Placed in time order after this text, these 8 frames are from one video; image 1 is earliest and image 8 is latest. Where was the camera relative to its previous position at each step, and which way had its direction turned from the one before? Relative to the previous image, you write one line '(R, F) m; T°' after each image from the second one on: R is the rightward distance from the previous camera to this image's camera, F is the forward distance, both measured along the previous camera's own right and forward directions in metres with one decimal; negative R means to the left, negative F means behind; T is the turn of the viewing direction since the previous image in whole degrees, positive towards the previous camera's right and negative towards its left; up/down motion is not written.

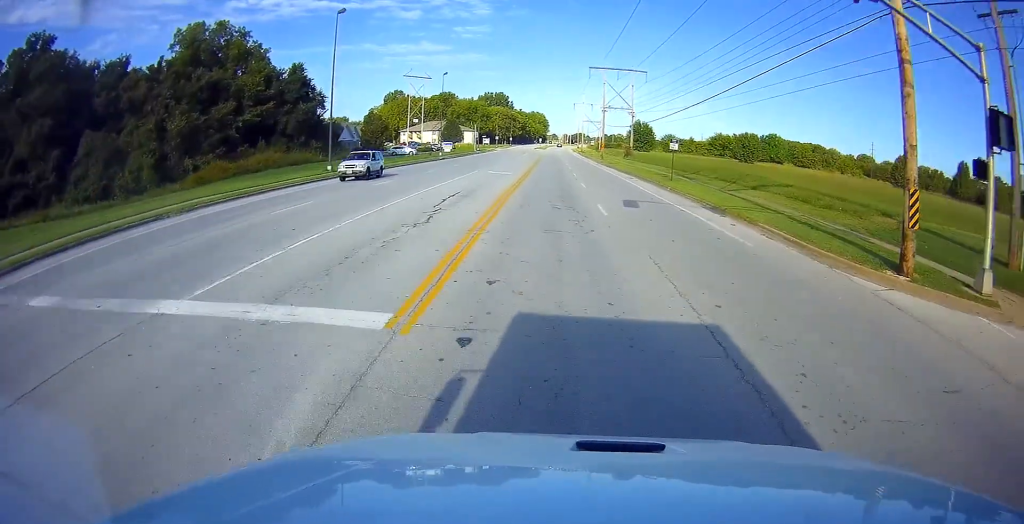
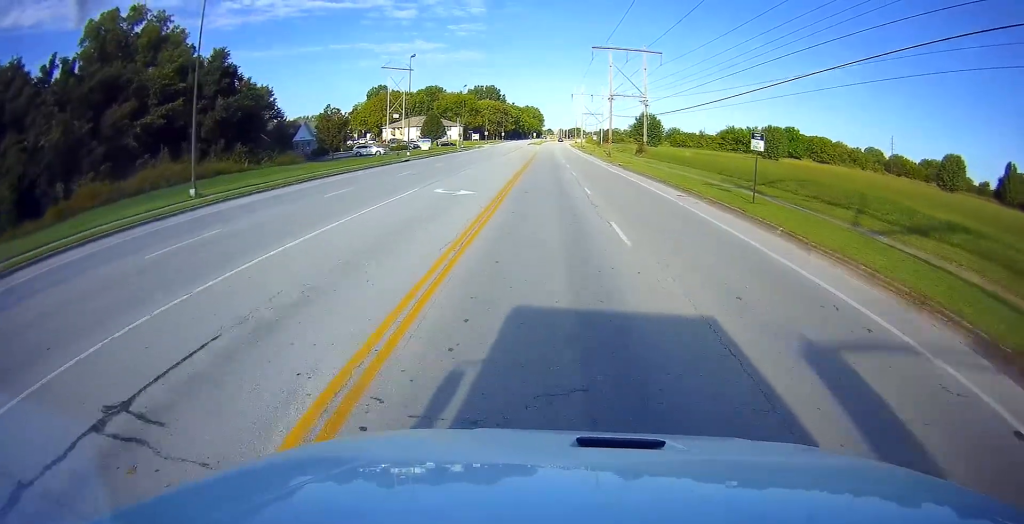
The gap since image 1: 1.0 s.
(+0.1, +18.1) m; 0°
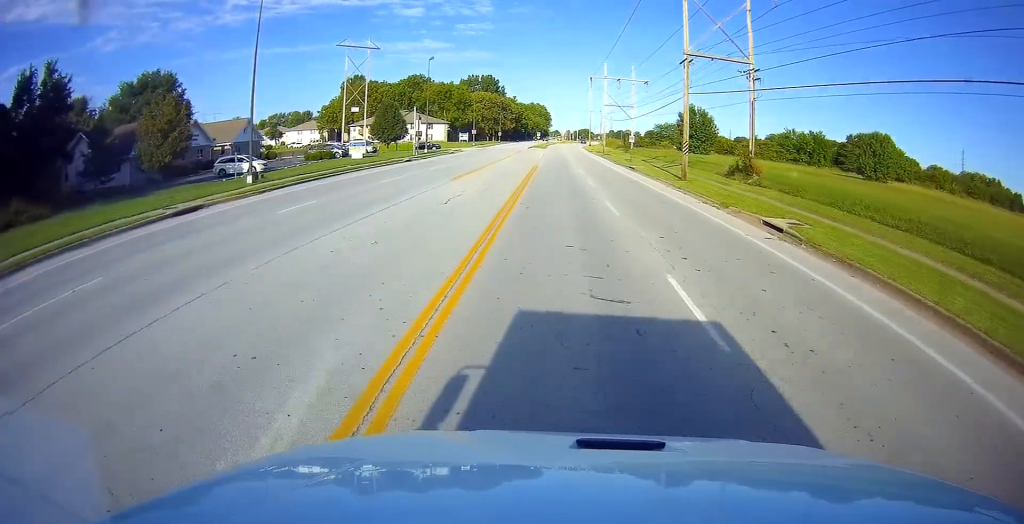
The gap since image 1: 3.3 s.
(-0.2, +40.6) m; 0°
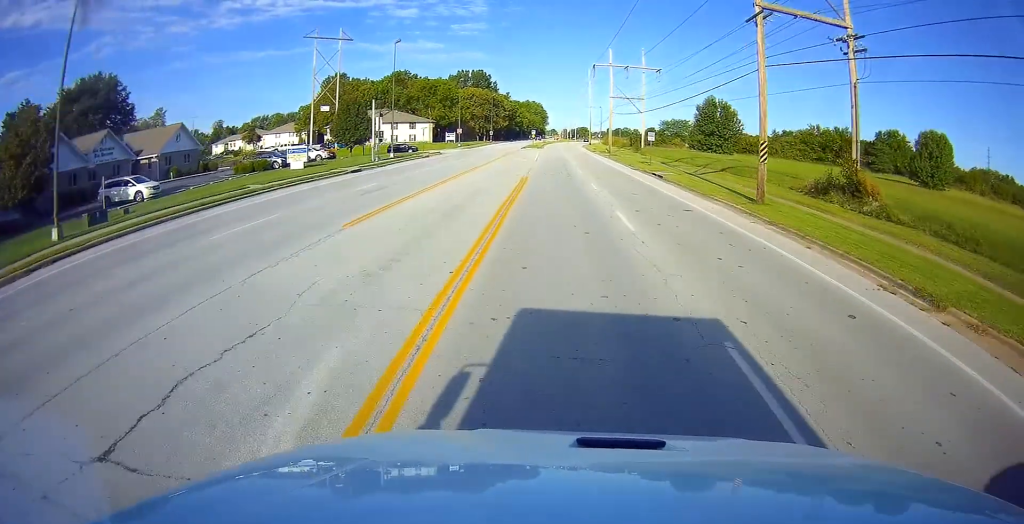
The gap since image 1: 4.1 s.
(+0.1, +15.3) m; 0°
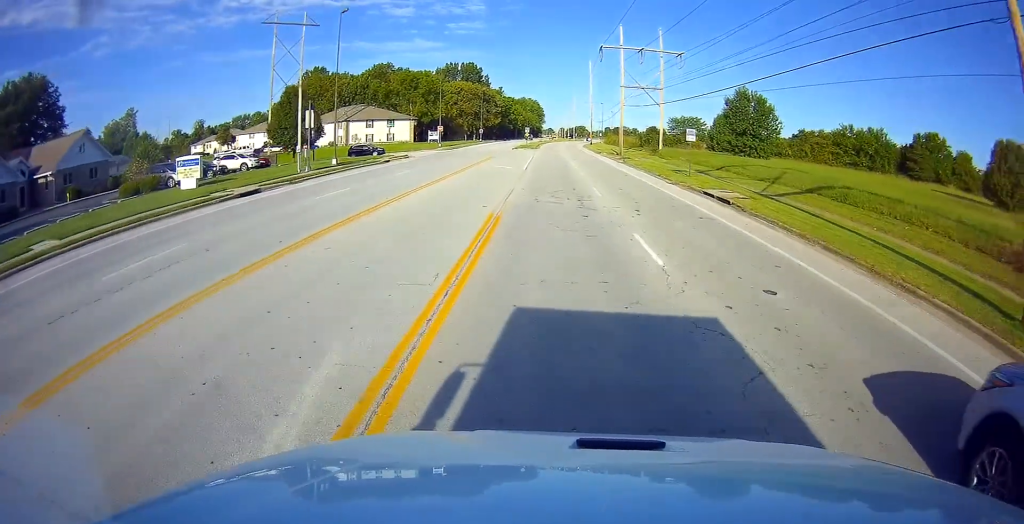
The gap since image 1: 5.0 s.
(-0.1, +16.2) m; 0°
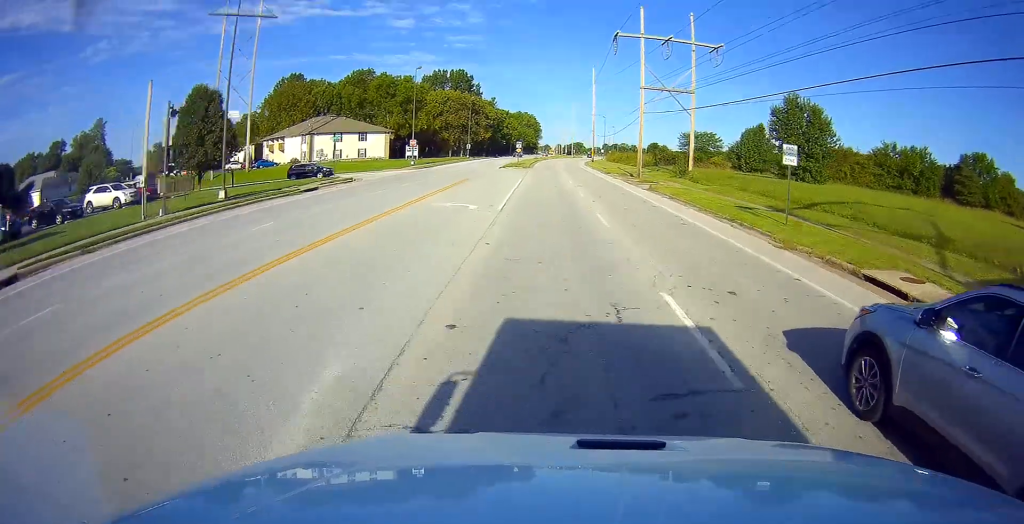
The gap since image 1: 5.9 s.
(0.0, +16.4) m; 0°
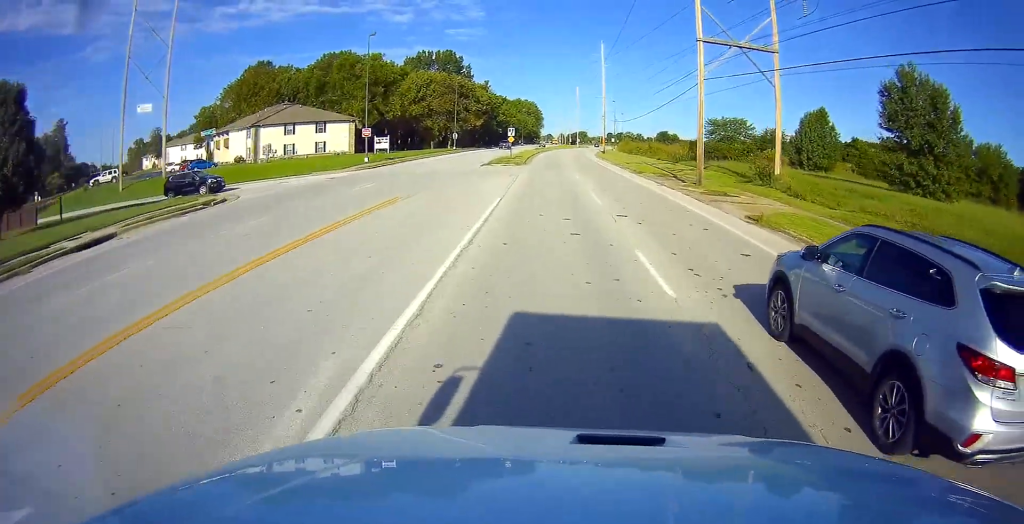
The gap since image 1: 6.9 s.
(+0.1, +20.3) m; 0°
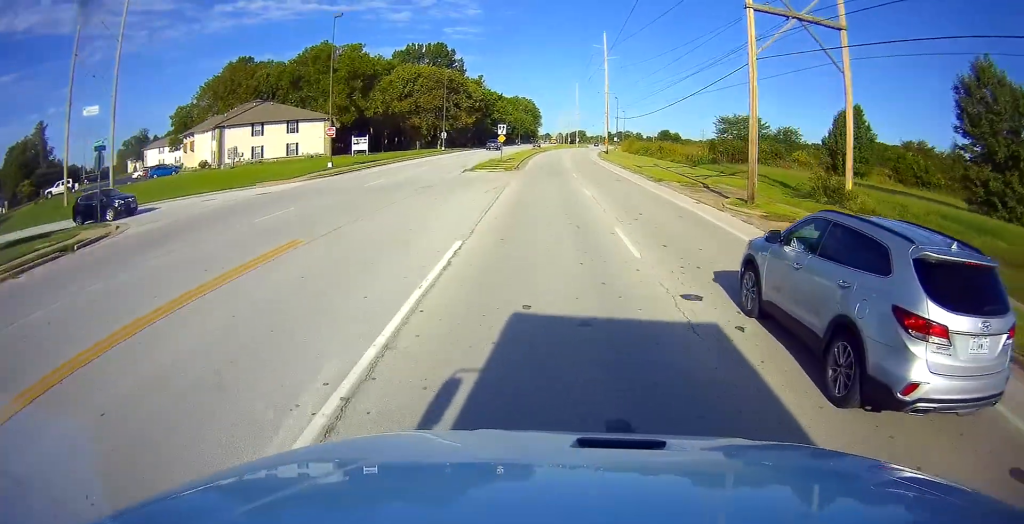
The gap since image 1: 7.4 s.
(0.0, +8.9) m; 0°
